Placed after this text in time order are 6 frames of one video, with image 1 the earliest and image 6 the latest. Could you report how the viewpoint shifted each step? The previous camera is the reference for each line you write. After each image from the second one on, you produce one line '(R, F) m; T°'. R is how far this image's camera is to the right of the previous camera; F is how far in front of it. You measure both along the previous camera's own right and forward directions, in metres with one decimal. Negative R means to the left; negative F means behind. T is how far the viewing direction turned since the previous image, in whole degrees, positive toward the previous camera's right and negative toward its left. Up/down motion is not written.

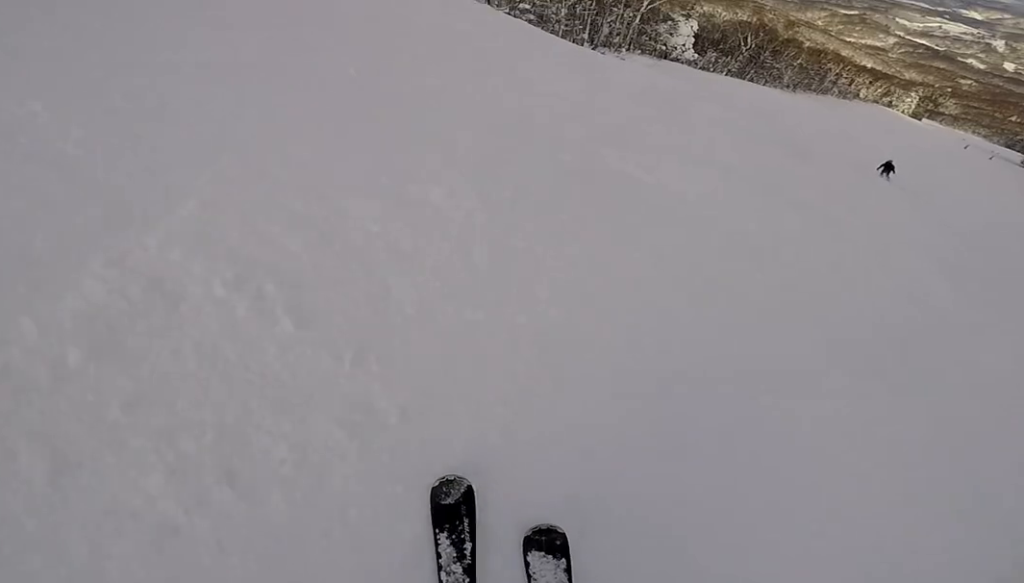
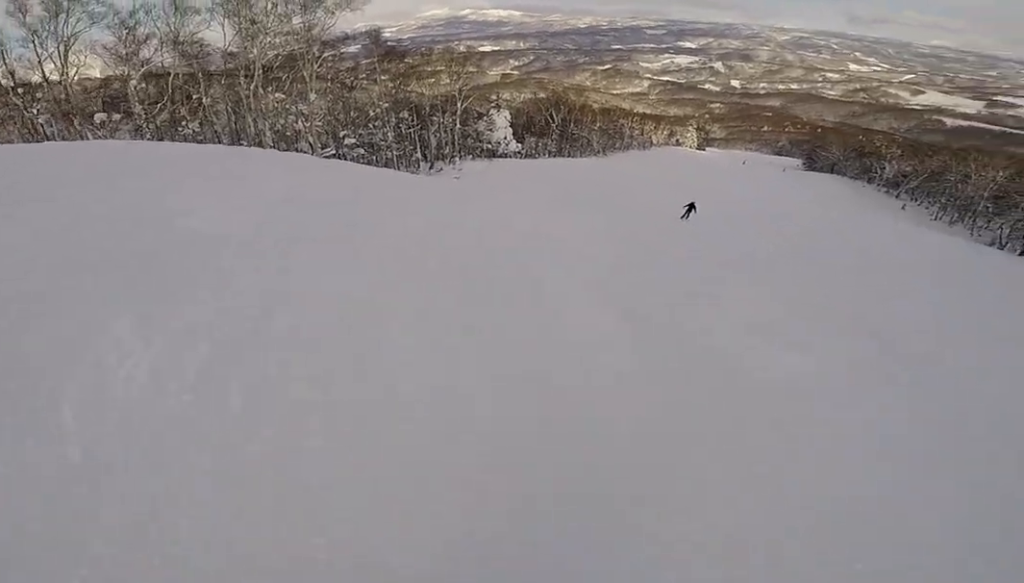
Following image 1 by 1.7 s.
(-1.1, +8.4) m; +6°
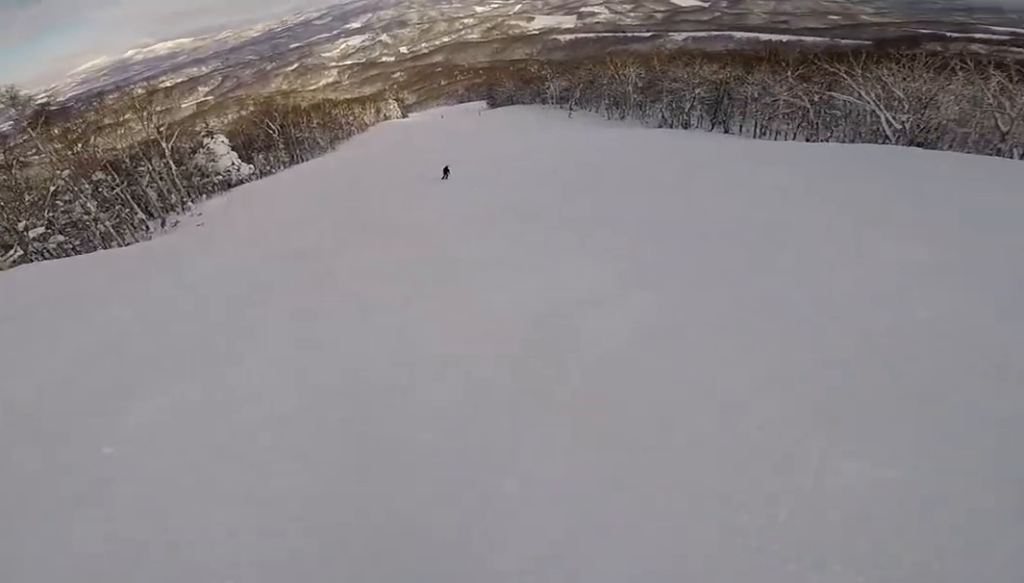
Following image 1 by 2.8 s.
(+0.9, +6.1) m; +24°
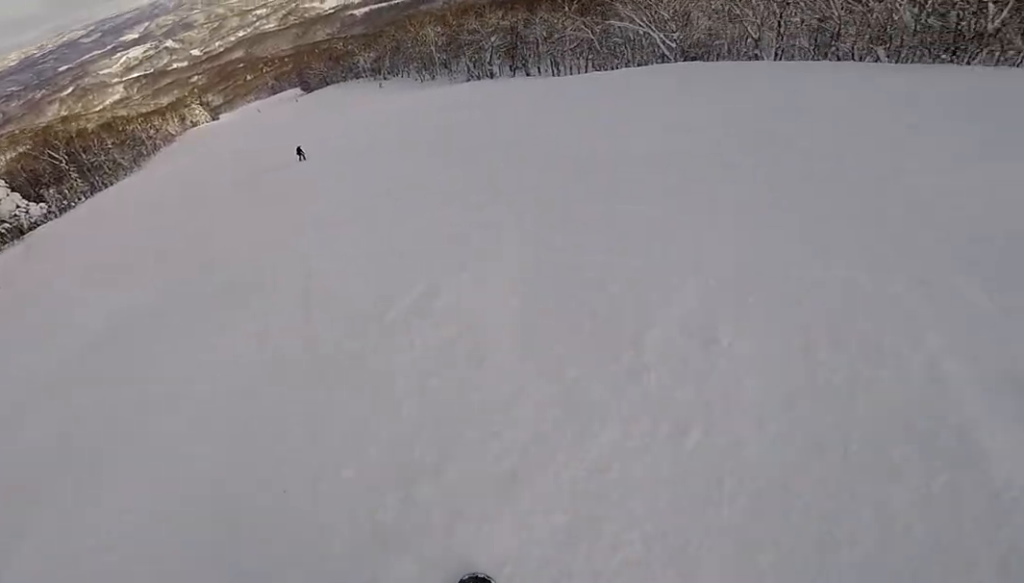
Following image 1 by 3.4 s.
(+0.2, +2.8) m; +18°
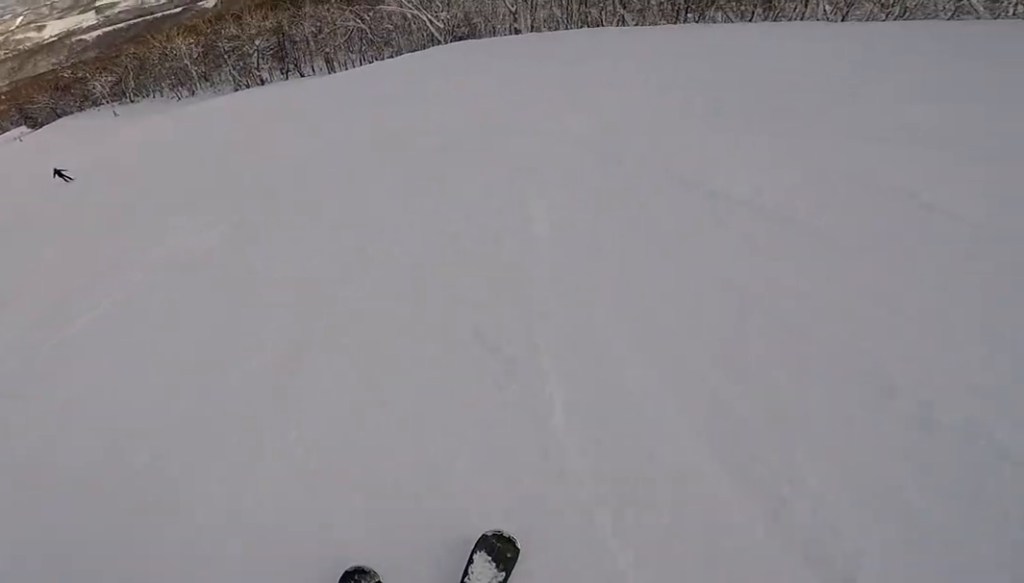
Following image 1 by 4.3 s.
(+1.6, +4.5) m; +37°
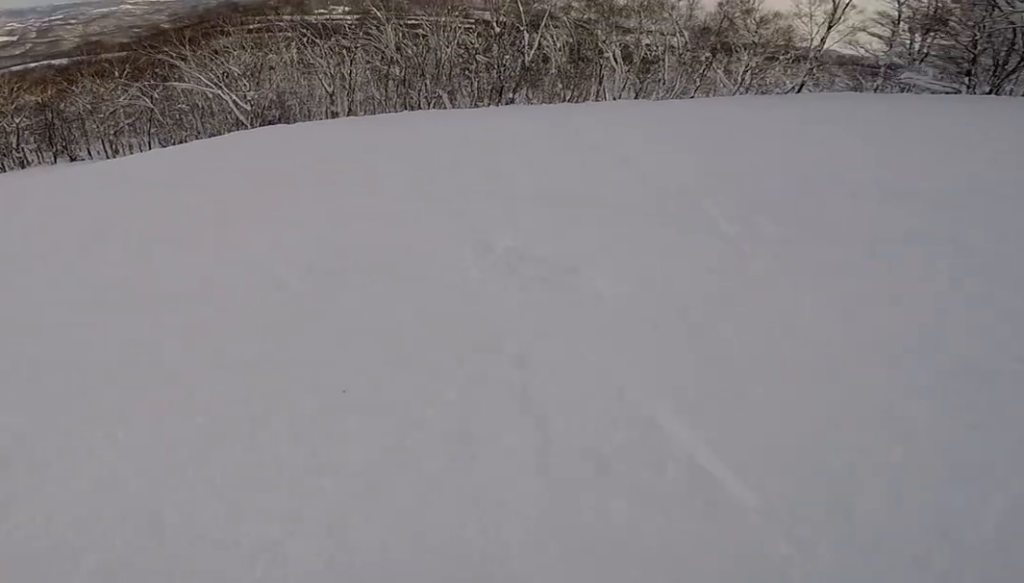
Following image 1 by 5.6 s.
(+2.0, +8.1) m; +2°
